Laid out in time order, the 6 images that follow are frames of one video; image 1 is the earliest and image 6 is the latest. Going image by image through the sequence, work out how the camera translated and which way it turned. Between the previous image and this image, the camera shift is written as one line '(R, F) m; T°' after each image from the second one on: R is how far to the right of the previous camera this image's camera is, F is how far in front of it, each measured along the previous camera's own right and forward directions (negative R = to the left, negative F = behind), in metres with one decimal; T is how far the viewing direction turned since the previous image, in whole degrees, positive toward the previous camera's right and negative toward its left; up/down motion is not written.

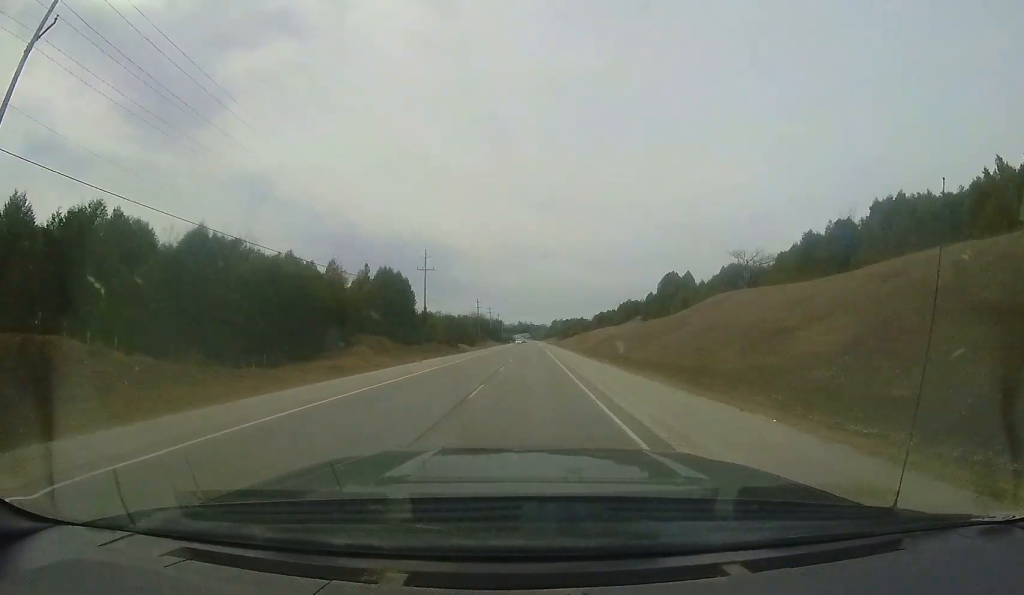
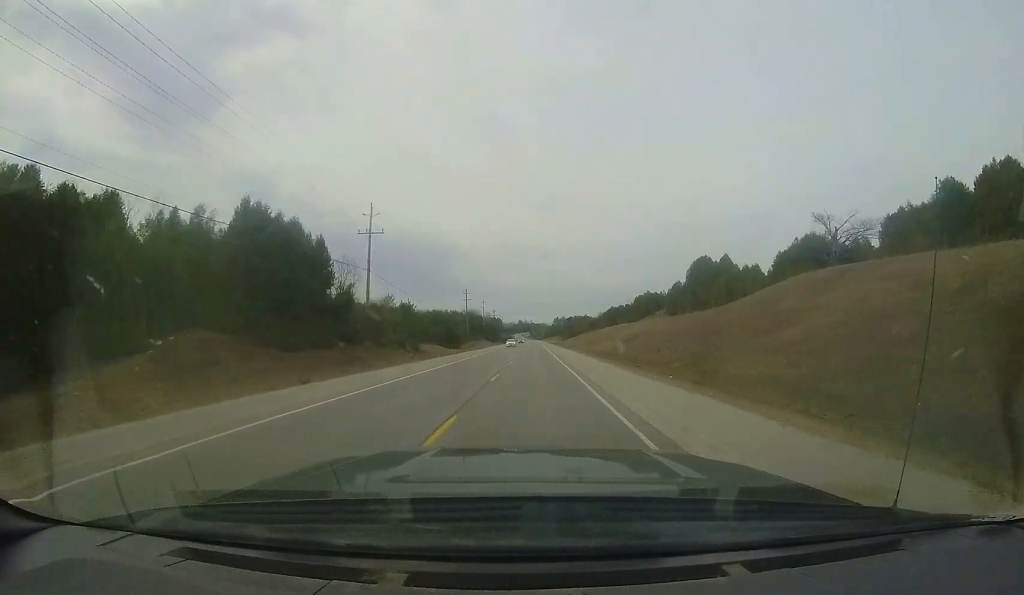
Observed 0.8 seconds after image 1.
(-0.7, +22.8) m; -1°
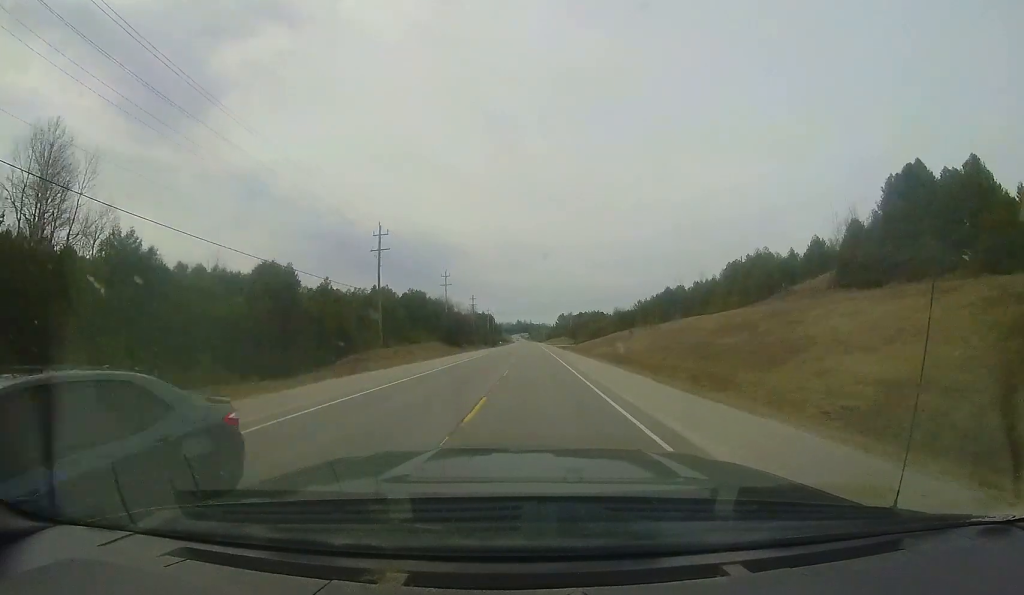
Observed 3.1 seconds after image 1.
(+0.7, +60.3) m; +1°
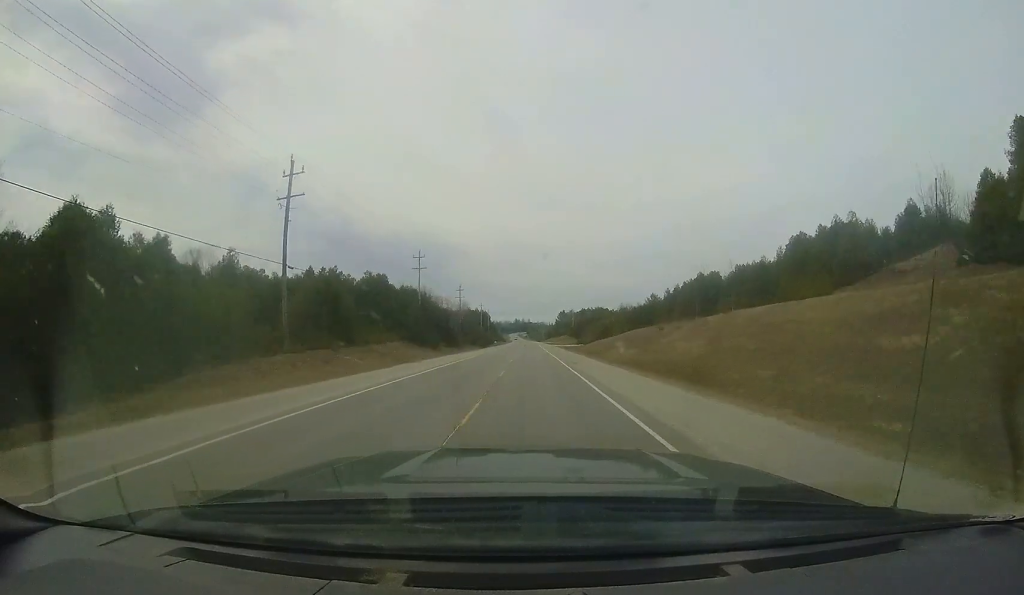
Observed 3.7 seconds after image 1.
(0.0, +18.0) m; 0°
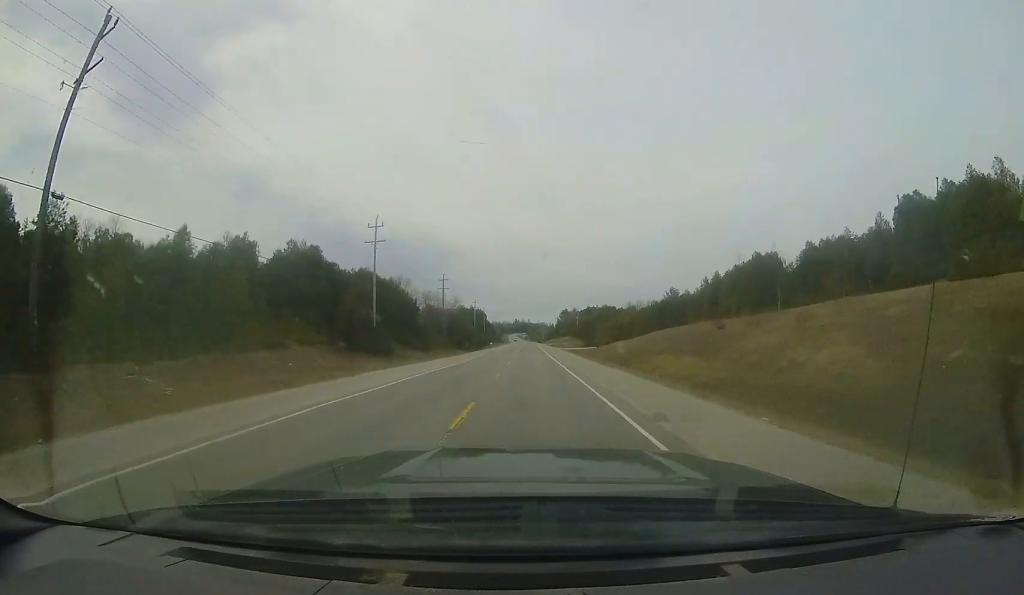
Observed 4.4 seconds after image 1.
(0.0, +18.0) m; 0°
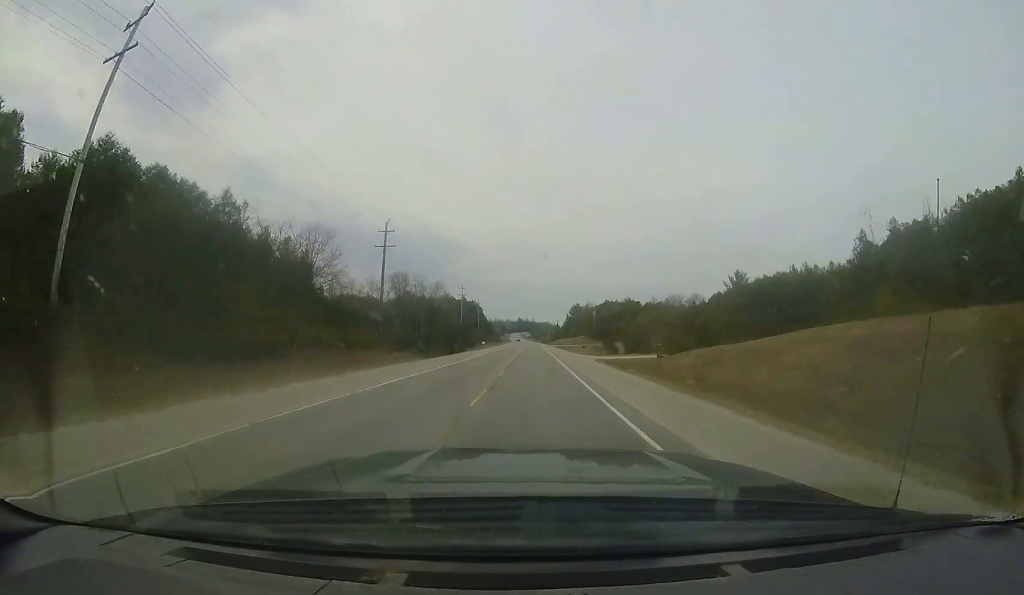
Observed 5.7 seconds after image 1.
(0.0, +34.3) m; +1°
